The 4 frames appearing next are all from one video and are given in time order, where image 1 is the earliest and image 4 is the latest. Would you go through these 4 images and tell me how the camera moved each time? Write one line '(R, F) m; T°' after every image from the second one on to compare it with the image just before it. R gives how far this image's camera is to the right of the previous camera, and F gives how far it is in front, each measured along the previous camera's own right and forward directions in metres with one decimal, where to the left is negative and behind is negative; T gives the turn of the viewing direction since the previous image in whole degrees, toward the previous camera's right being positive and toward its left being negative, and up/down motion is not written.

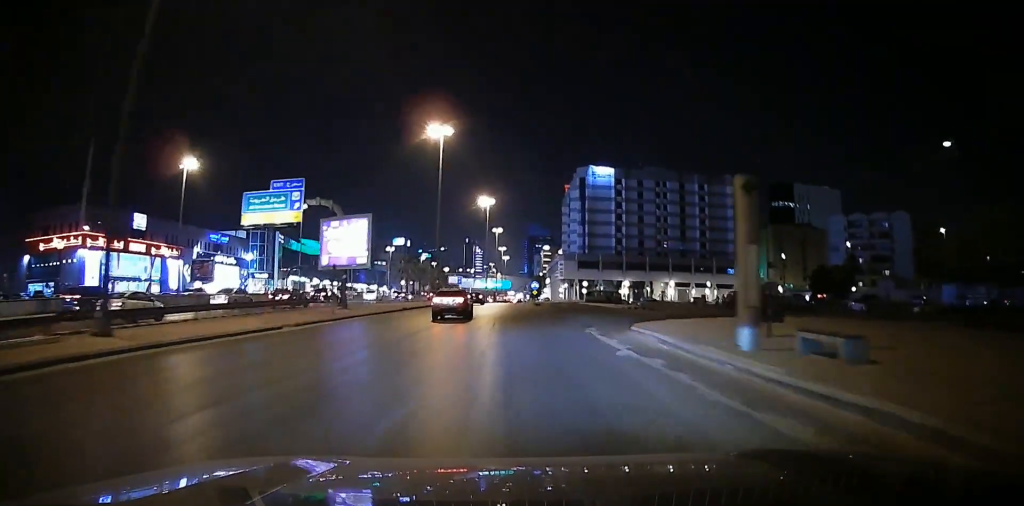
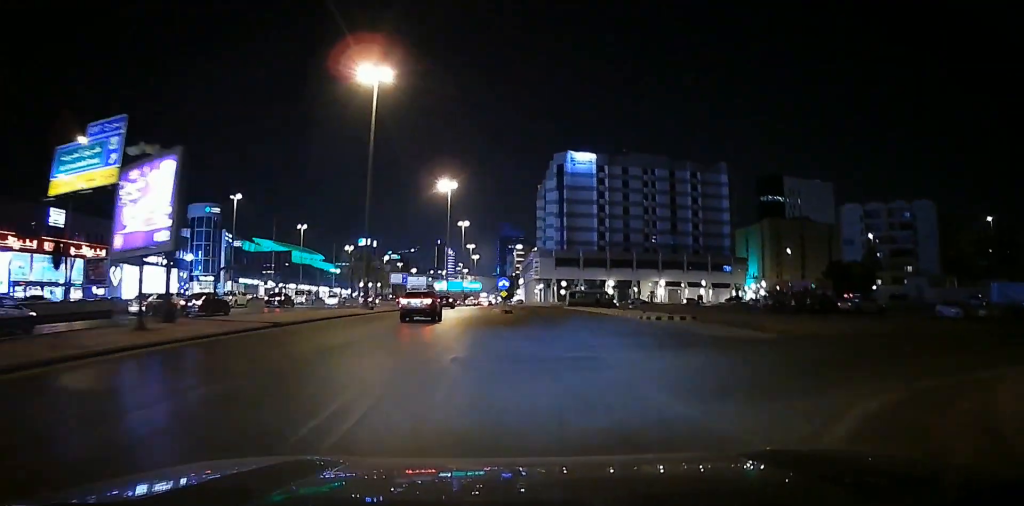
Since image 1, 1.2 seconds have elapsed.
(+0.6, +22.7) m; +1°
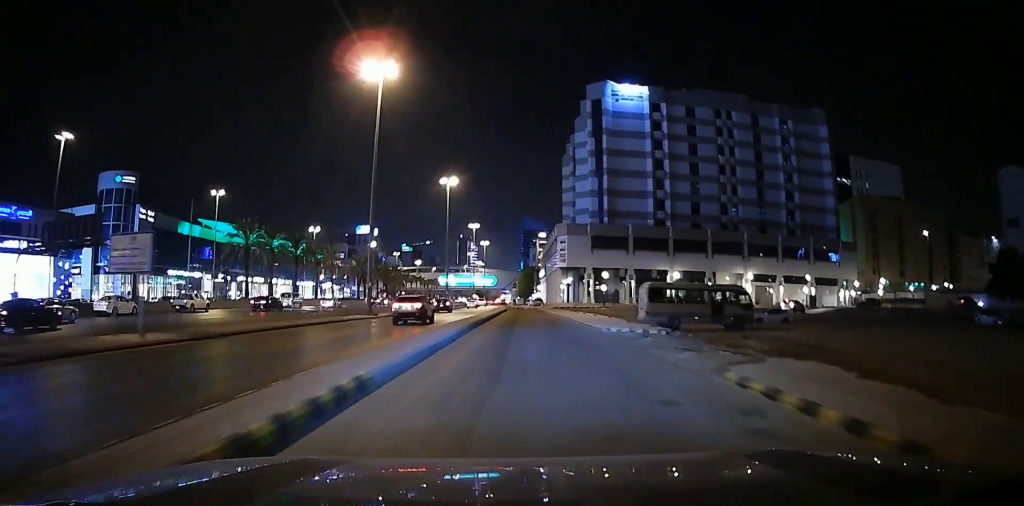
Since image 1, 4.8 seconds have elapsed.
(-1.3, +62.6) m; -3°
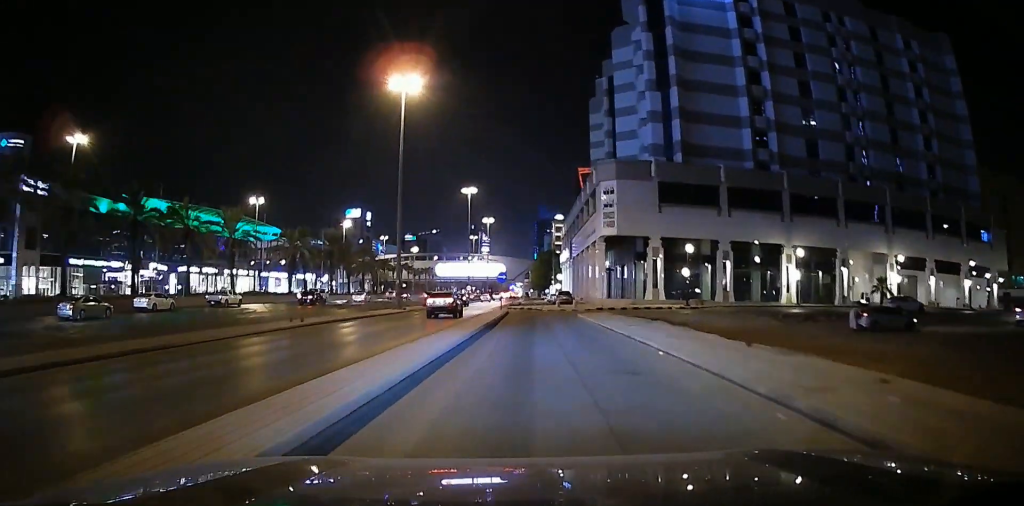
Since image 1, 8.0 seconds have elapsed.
(-1.4, +47.7) m; -2°
